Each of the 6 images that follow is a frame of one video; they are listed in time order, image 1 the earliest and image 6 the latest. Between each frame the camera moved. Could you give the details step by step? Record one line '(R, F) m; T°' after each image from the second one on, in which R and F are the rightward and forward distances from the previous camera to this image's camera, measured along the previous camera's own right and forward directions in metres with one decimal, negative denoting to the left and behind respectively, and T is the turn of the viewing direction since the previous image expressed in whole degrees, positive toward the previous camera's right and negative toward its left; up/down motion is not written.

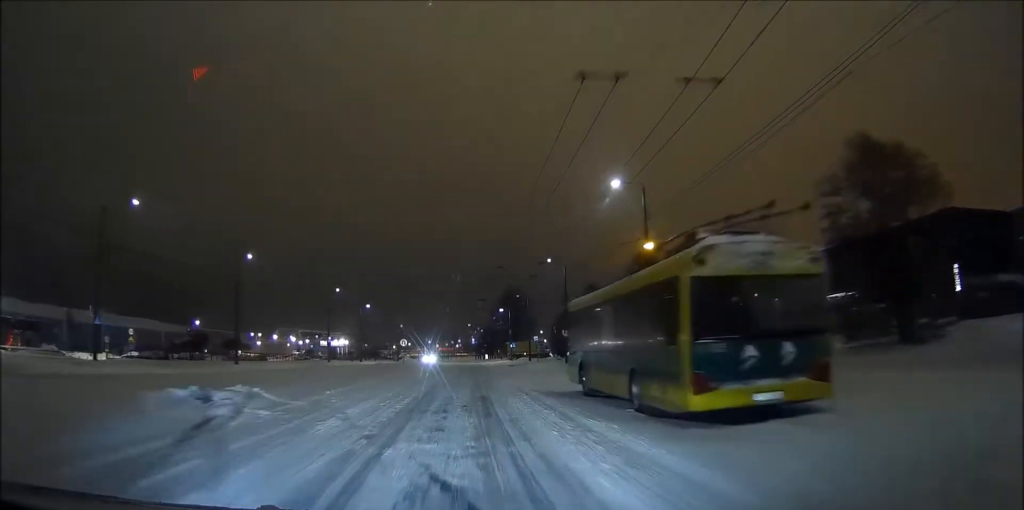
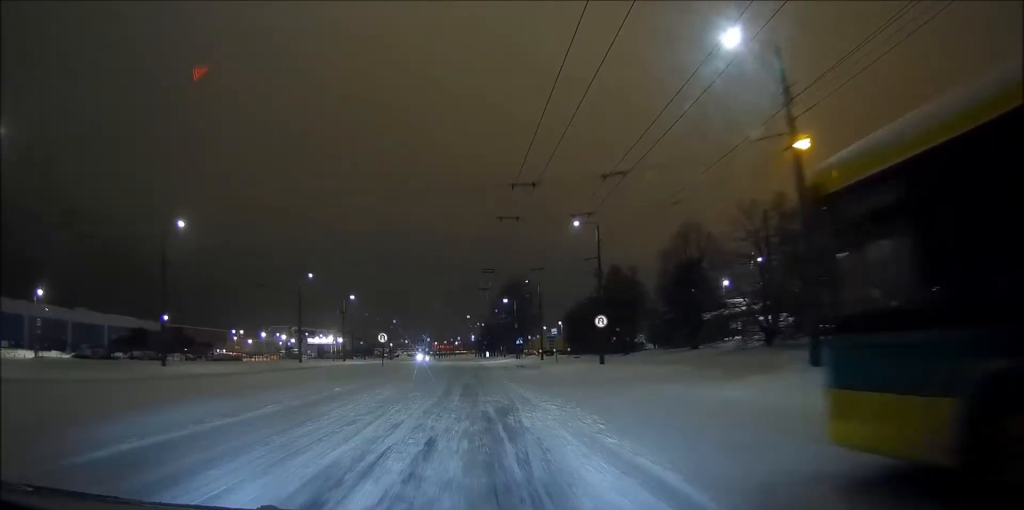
(-0.1, +16.3) m; 0°
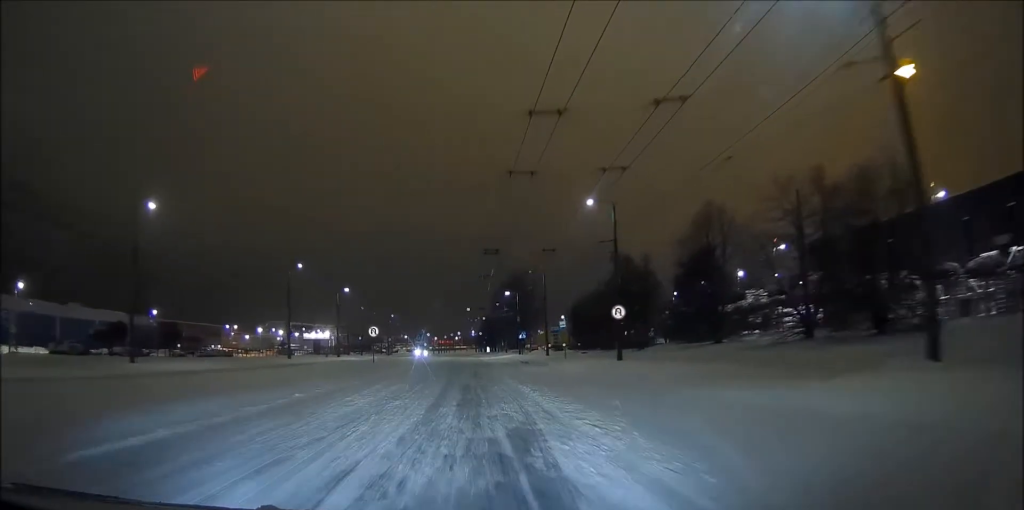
(0.0, +5.1) m; 0°
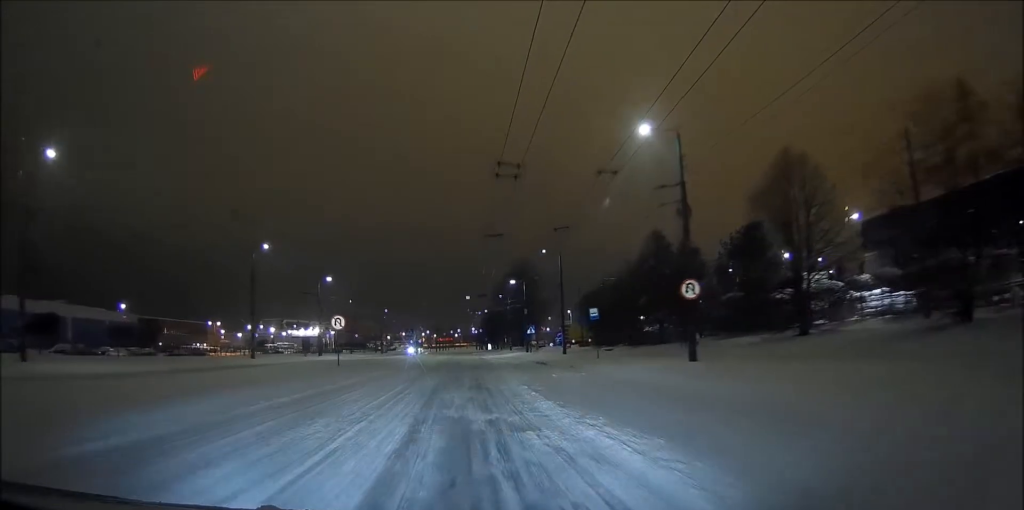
(-0.1, +12.9) m; 0°
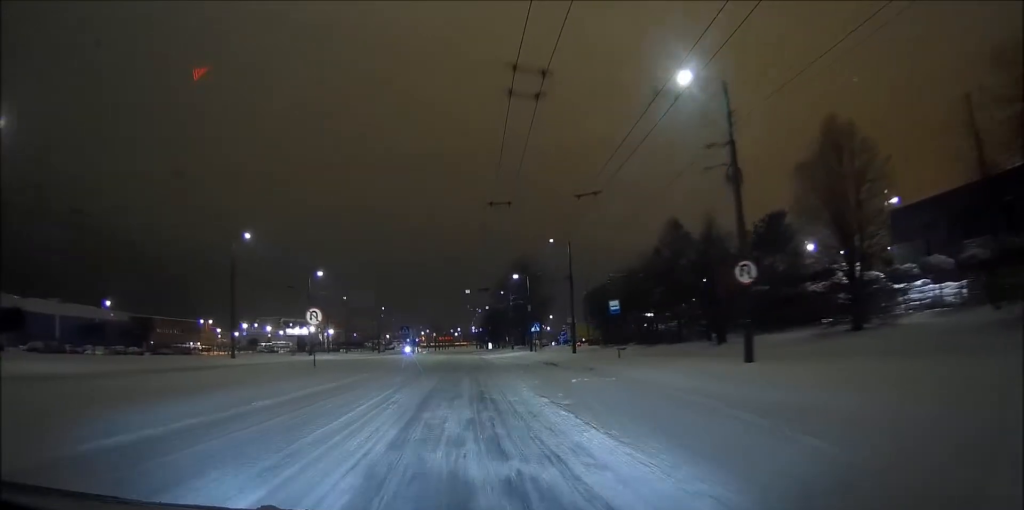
(+0.1, +5.5) m; 0°
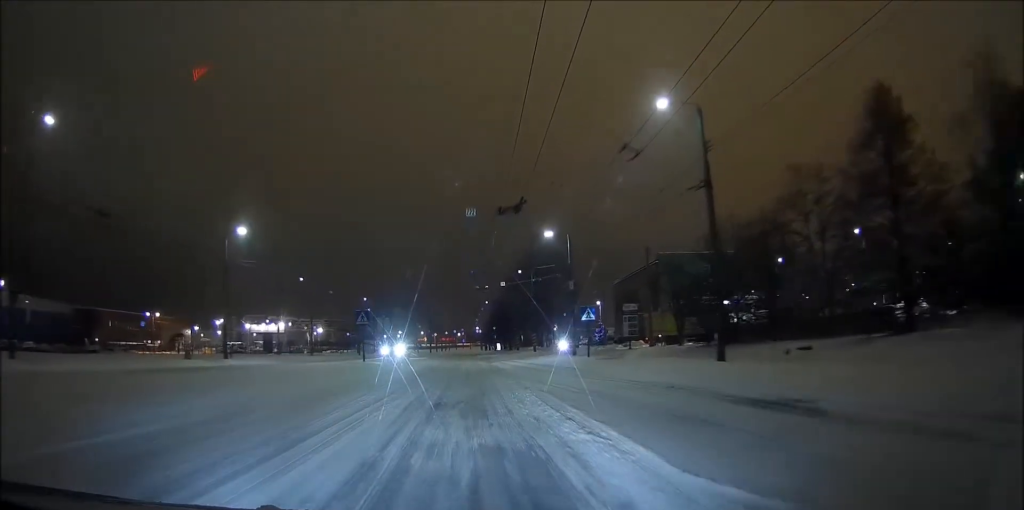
(0.0, +31.1) m; 0°
